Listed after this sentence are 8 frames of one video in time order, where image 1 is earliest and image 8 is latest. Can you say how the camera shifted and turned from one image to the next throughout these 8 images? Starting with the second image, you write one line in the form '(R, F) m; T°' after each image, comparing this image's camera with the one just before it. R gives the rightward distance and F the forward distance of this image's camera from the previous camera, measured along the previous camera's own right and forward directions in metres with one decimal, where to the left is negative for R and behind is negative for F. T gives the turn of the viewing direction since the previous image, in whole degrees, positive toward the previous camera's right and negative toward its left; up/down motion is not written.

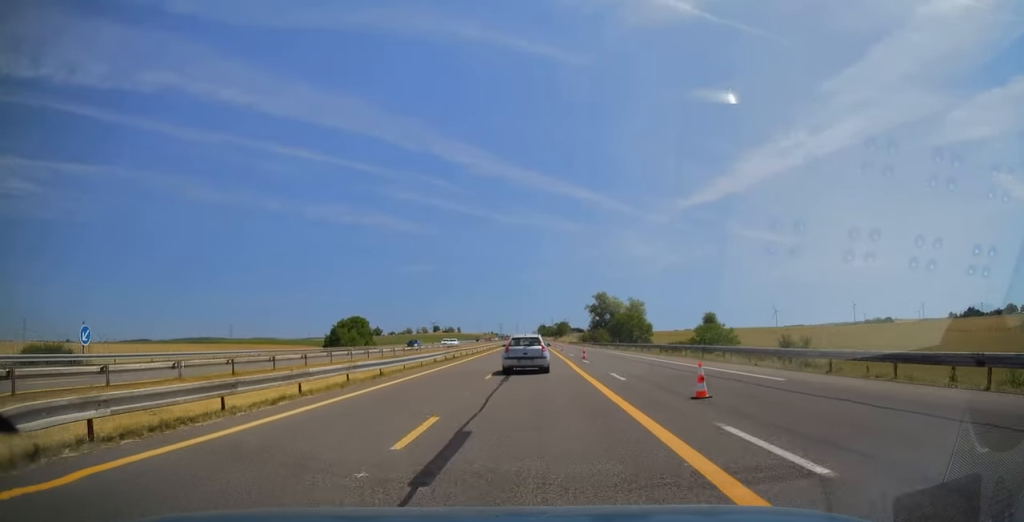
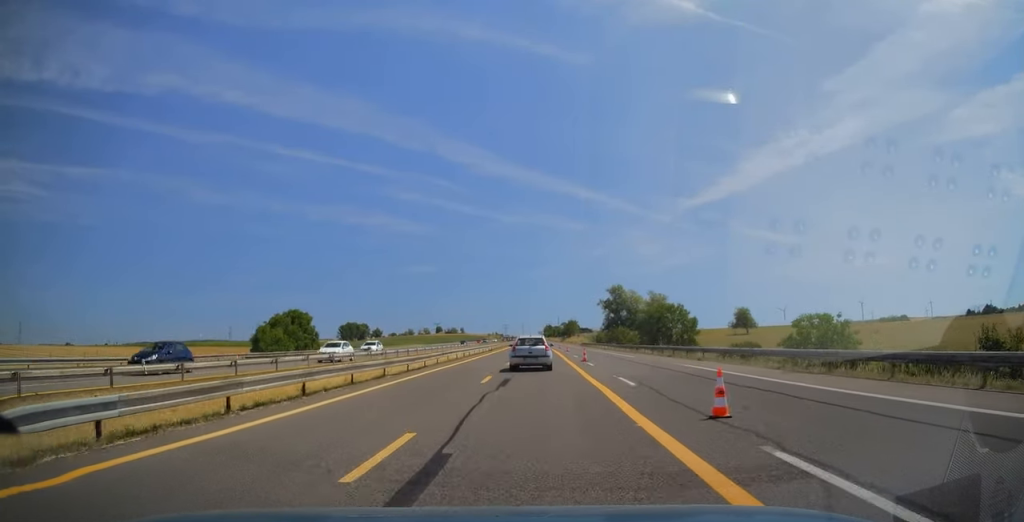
(0.0, +27.8) m; 0°
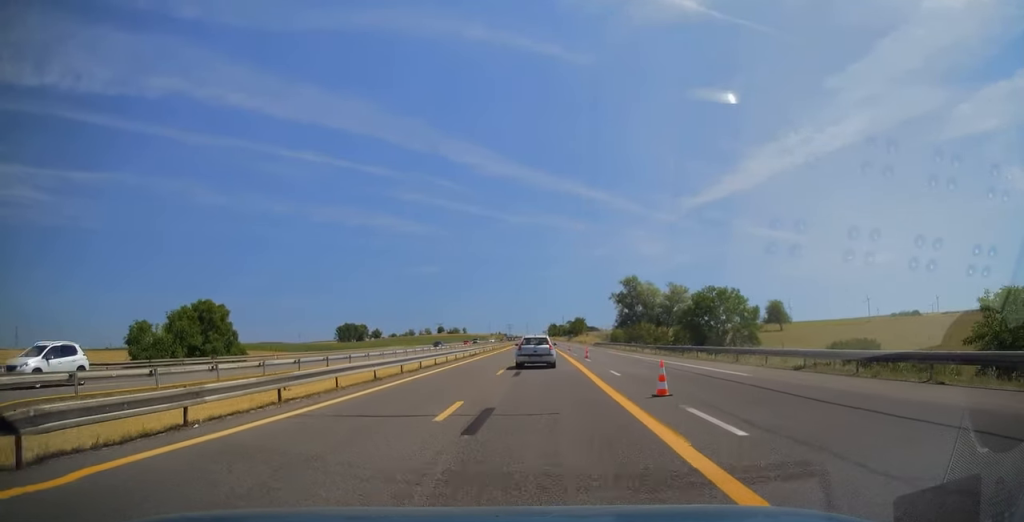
(-0.2, +21.7) m; -1°
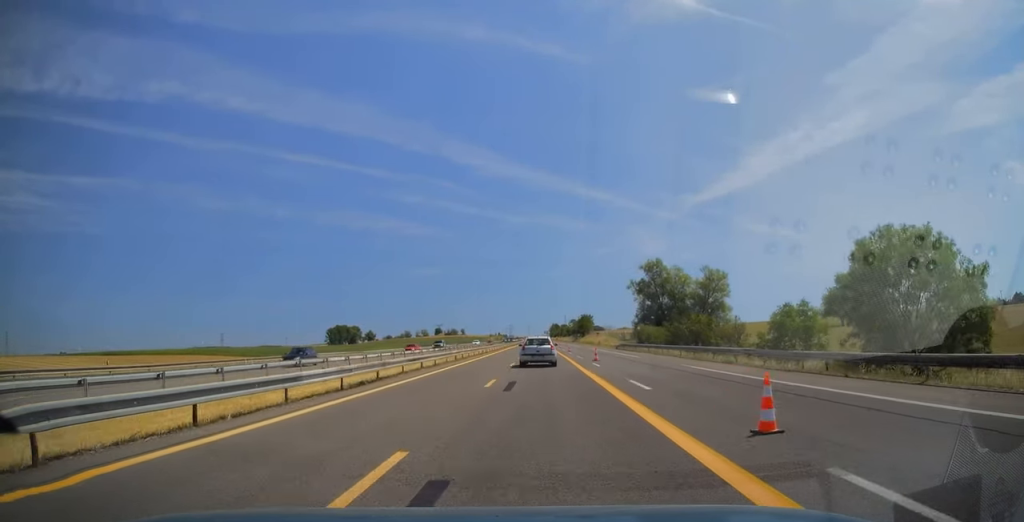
(0.0, +31.8) m; 0°
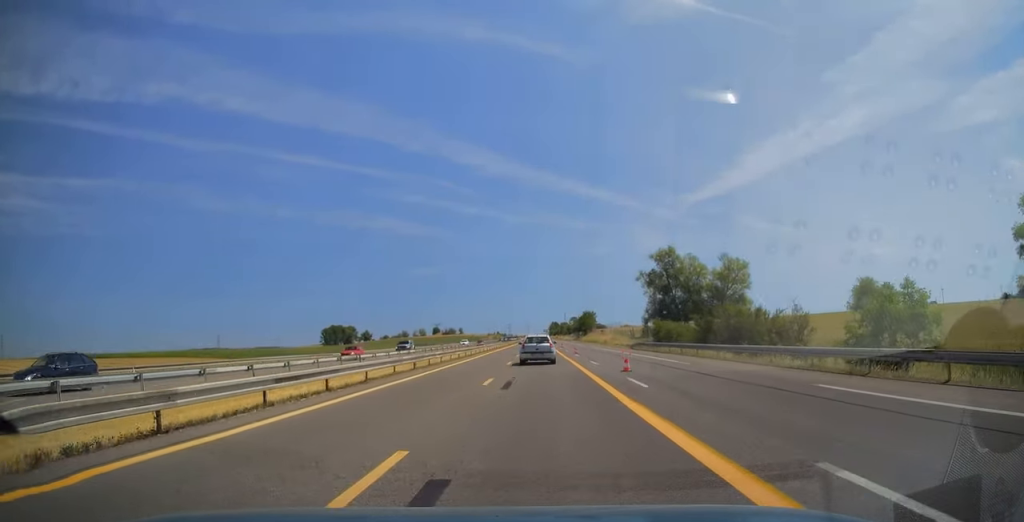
(0.0, +13.1) m; 0°
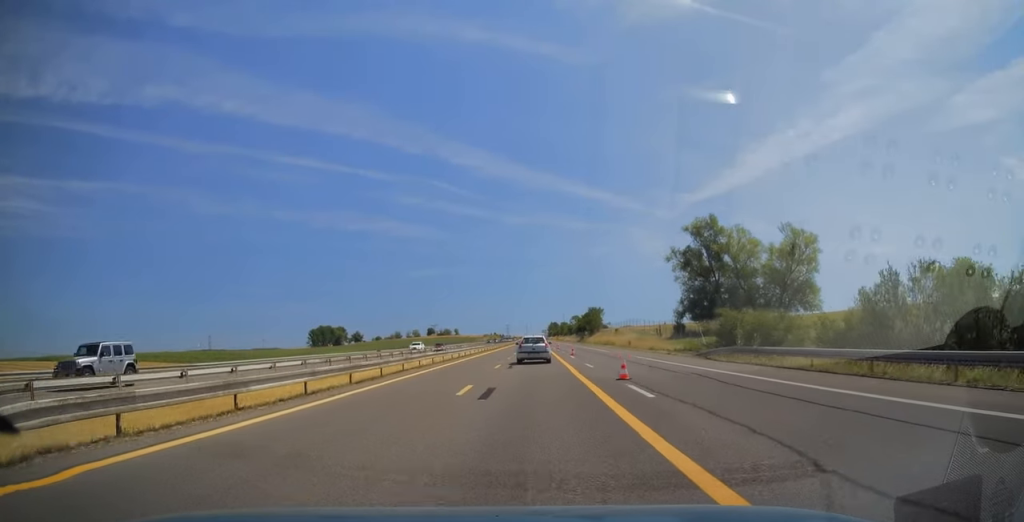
(0.0, +28.7) m; 0°
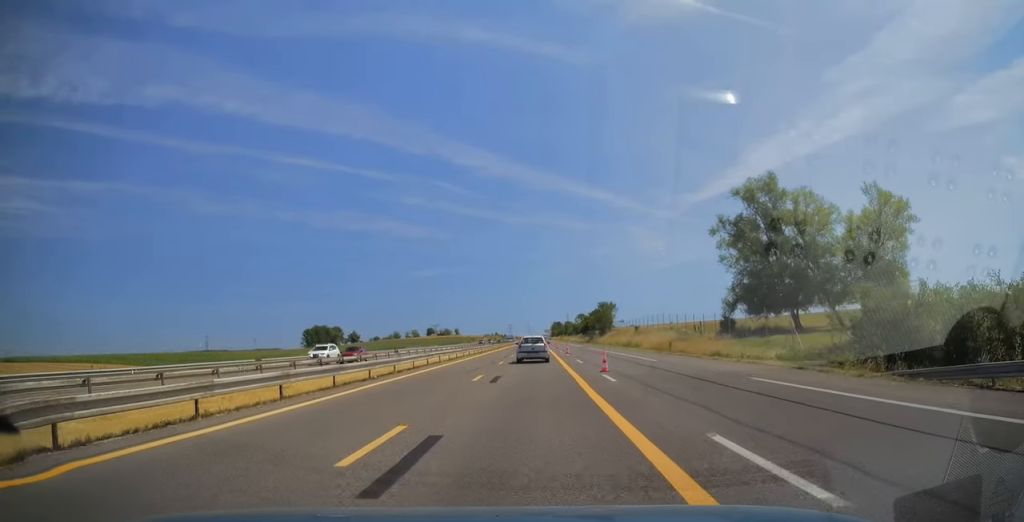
(0.0, +21.3) m; 0°
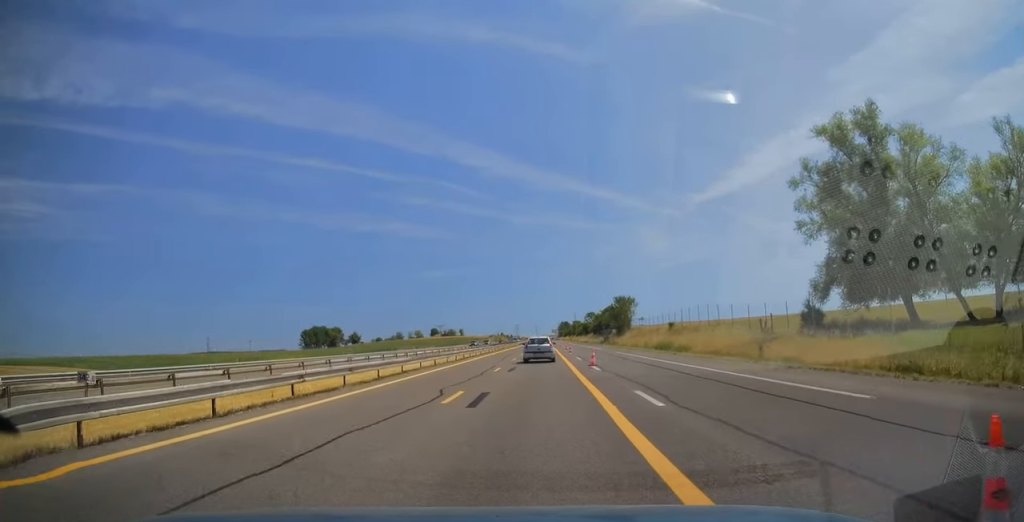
(0.0, +19.6) m; 0°
